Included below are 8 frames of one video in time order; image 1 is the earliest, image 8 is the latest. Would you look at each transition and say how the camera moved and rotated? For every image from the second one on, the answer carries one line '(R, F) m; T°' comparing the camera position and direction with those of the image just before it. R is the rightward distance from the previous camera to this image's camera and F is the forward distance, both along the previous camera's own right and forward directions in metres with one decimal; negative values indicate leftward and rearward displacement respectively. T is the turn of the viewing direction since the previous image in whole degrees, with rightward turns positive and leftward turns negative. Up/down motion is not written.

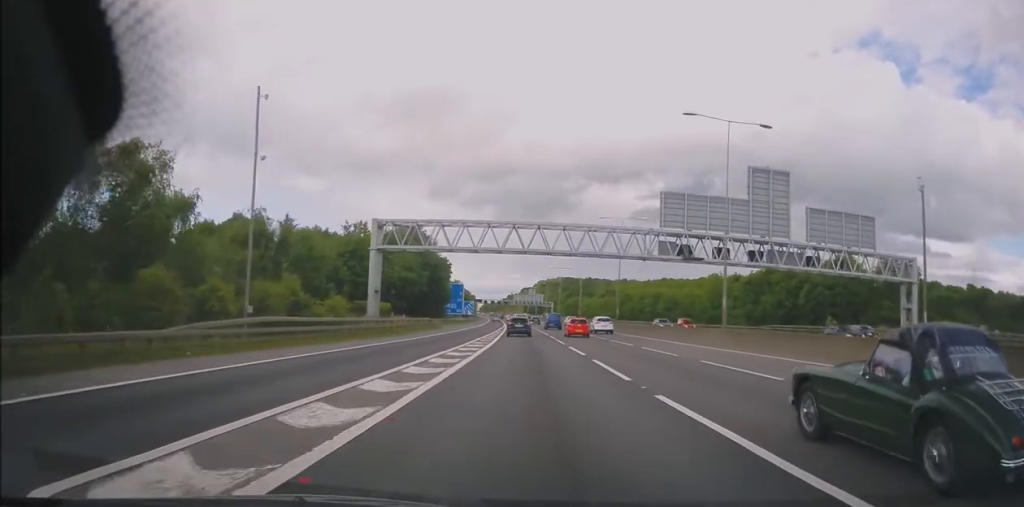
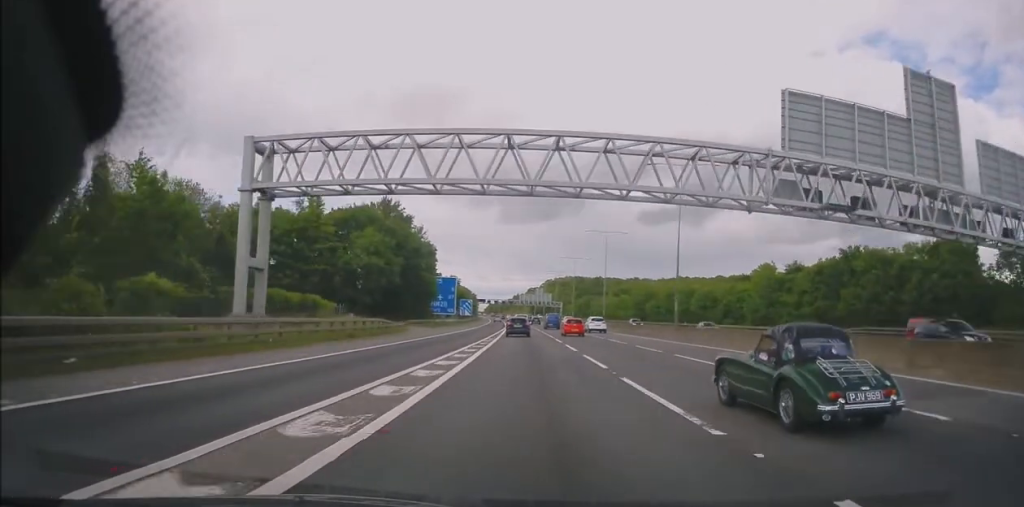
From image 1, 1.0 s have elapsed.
(-0.1, +25.4) m; 0°
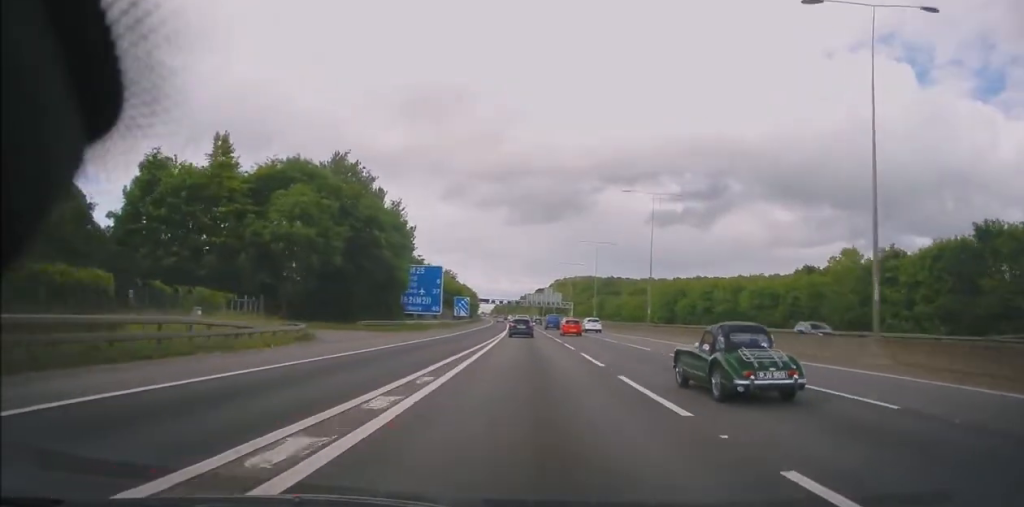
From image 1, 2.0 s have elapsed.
(+0.1, +26.3) m; 0°
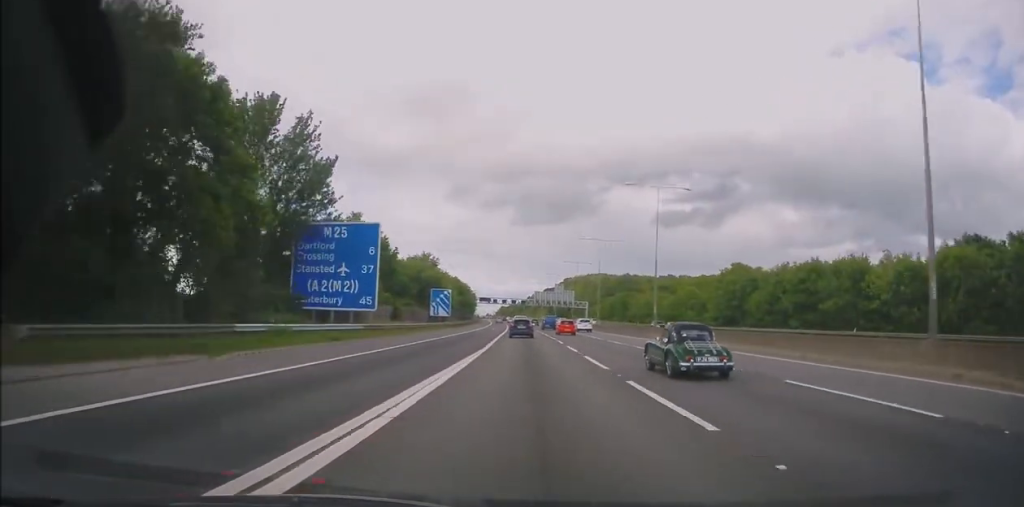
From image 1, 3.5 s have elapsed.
(-0.5, +39.4) m; -1°
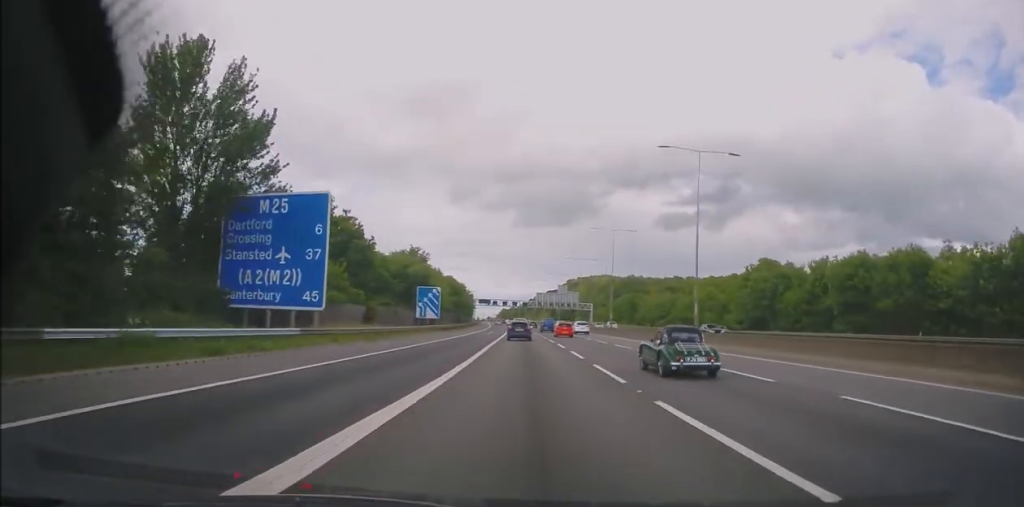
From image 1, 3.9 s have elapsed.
(0.0, +12.3) m; 0°
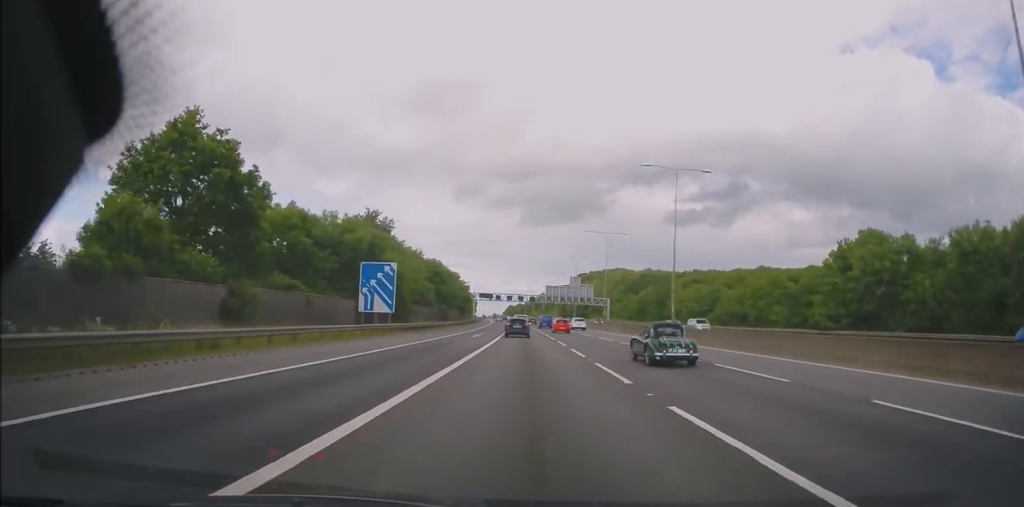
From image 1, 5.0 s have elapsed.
(-0.2, +29.2) m; -1°
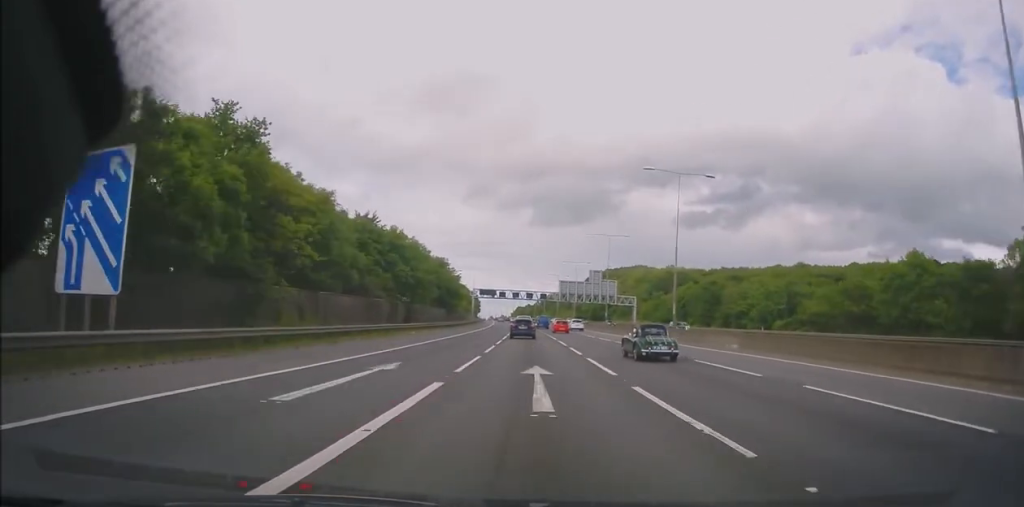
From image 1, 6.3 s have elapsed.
(-0.5, +34.9) m; -1°
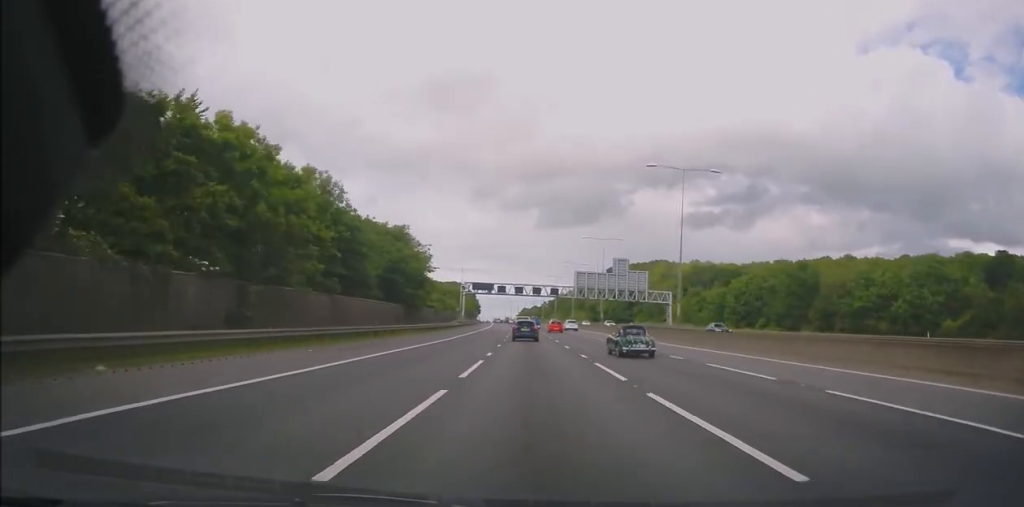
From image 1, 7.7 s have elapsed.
(0.0, +37.1) m; -1°
